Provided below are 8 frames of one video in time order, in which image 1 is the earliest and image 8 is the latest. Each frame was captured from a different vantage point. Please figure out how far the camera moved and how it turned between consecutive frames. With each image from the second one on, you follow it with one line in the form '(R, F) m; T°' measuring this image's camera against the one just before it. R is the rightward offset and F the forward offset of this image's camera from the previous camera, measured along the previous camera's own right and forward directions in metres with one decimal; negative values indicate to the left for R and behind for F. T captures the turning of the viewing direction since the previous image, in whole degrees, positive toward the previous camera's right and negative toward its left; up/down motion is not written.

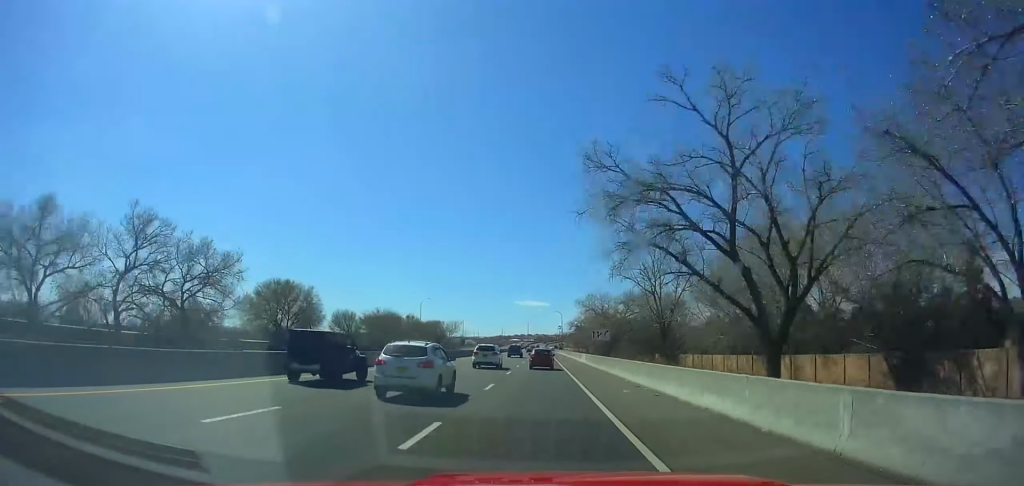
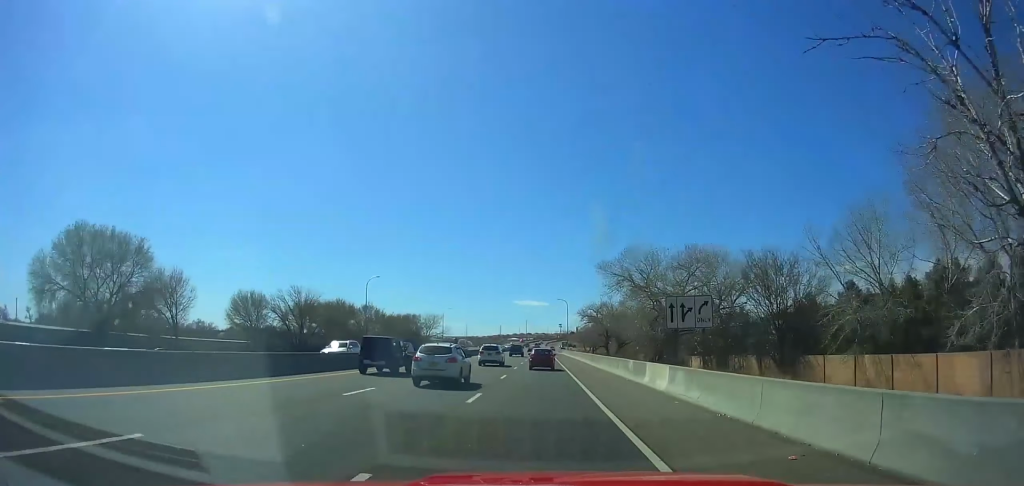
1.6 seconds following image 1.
(-0.6, +41.1) m; 0°
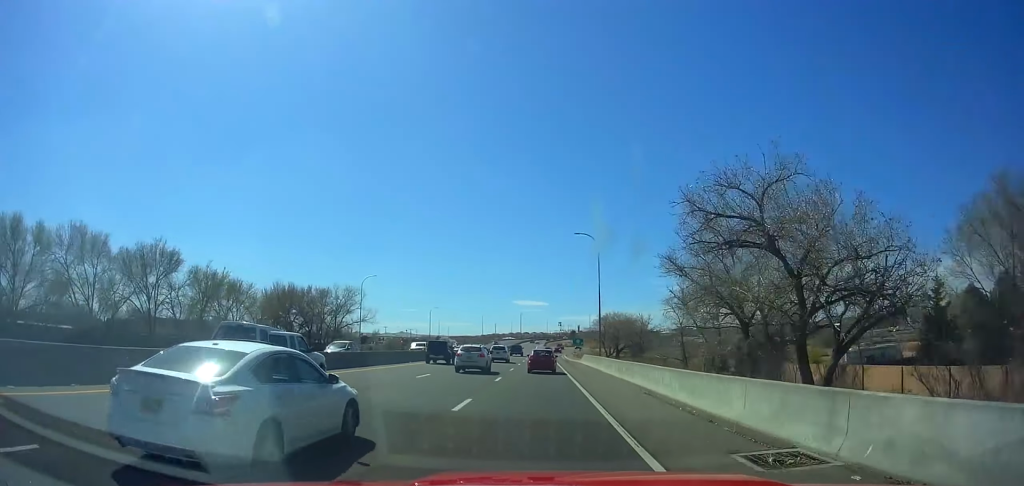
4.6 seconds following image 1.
(+0.4, +74.6) m; +1°
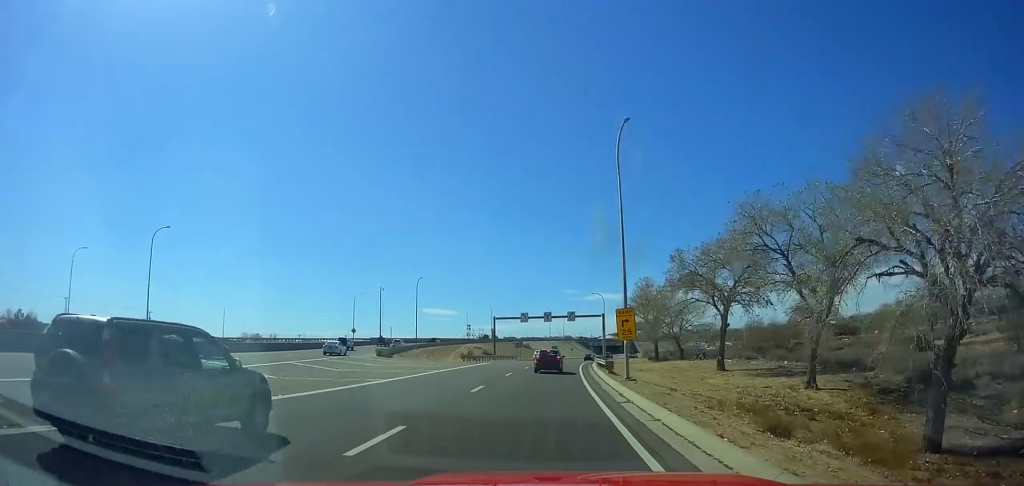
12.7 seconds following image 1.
(+9.6, +177.8) m; +8°
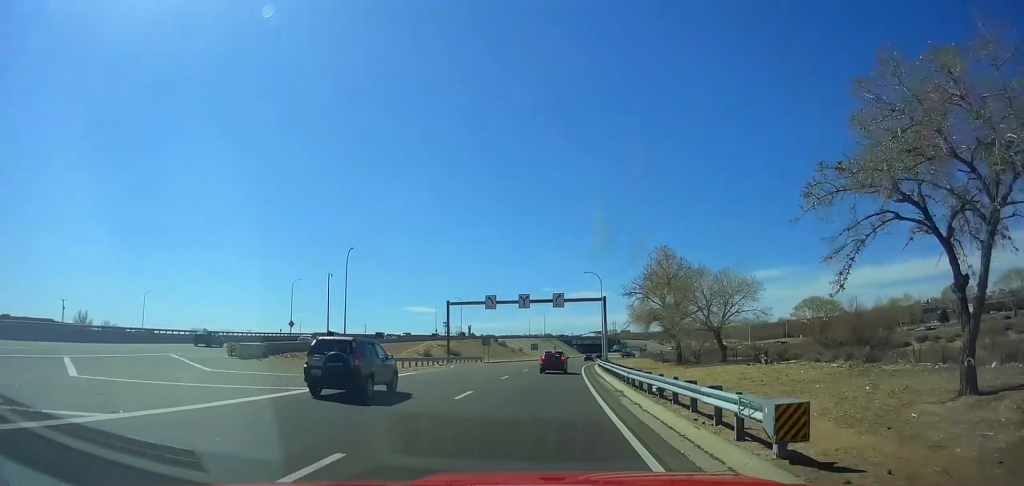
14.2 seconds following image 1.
(-0.3, +29.9) m; +2°
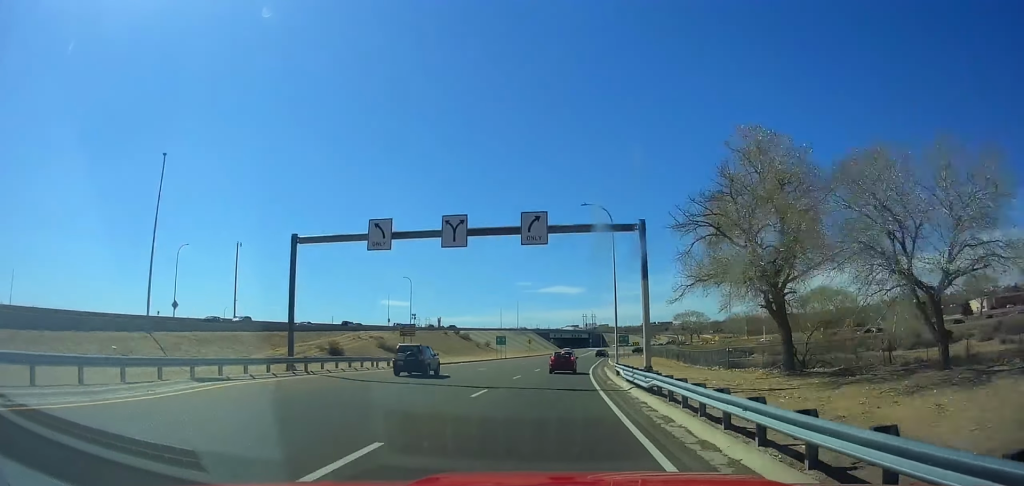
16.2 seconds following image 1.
(+2.0, +38.3) m; +3°
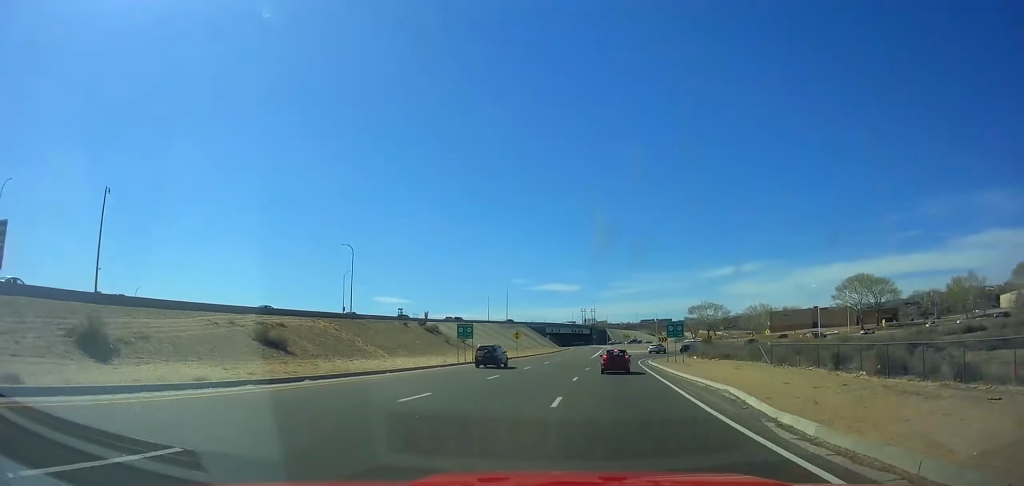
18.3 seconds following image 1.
(+0.9, +39.8) m; +2°
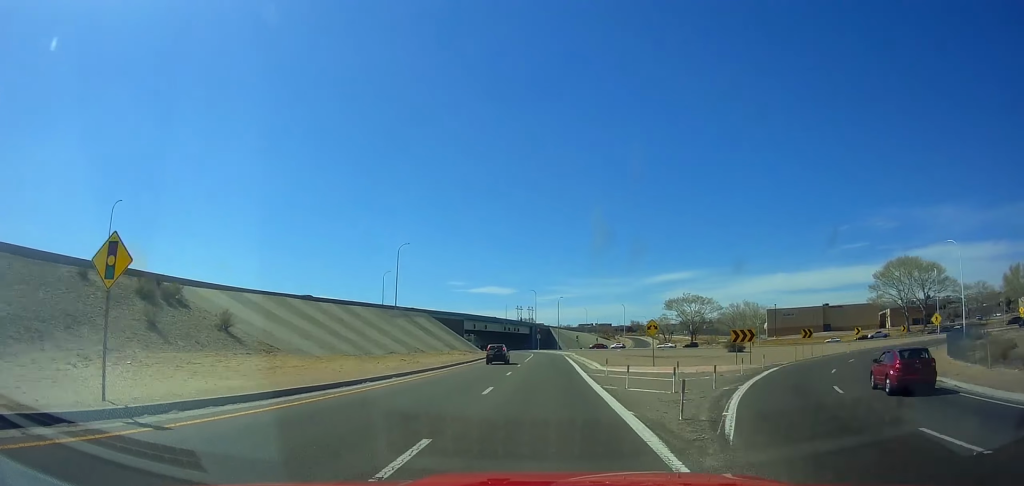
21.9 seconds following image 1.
(+1.7, +65.6) m; +3°
